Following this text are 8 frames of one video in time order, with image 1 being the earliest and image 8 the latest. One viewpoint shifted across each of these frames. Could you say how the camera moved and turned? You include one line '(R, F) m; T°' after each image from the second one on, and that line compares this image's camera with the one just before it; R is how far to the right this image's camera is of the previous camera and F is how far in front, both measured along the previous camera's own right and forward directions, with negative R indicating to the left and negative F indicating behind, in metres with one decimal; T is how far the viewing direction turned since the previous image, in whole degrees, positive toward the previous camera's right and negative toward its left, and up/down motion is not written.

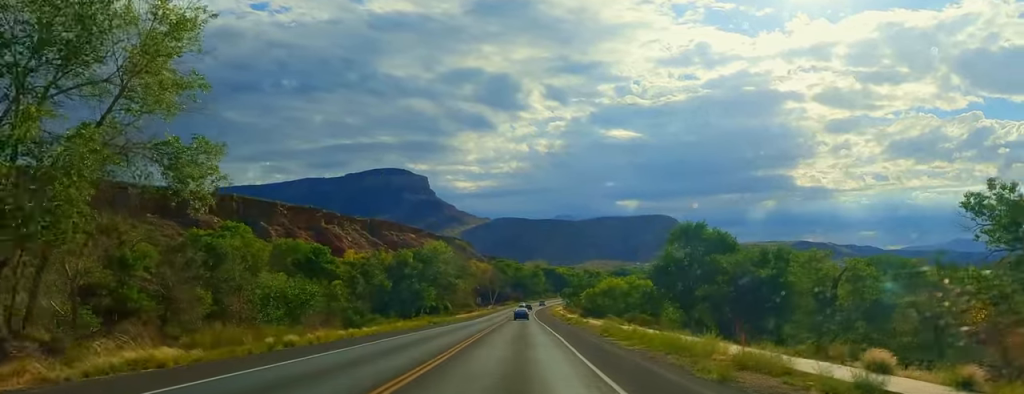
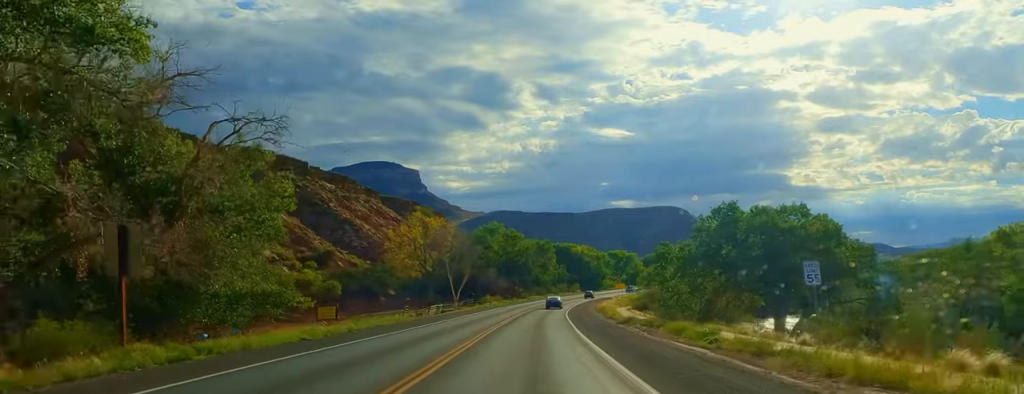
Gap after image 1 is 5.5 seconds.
(+2.4, +138.4) m; +3°
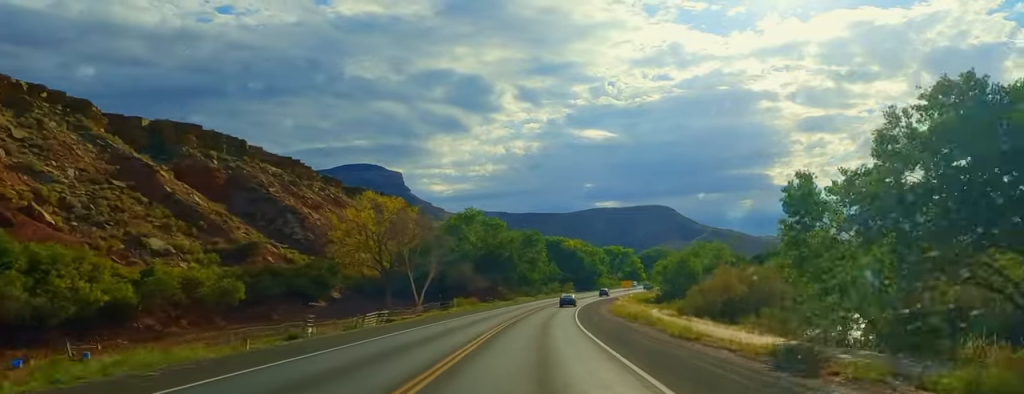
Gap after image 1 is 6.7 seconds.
(+1.4, +30.1) m; +2°
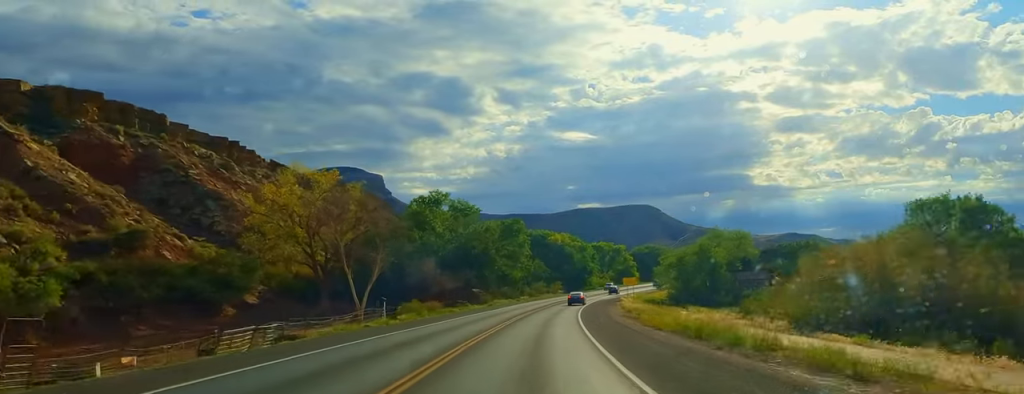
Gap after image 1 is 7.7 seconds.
(+0.7, +25.1) m; +2°
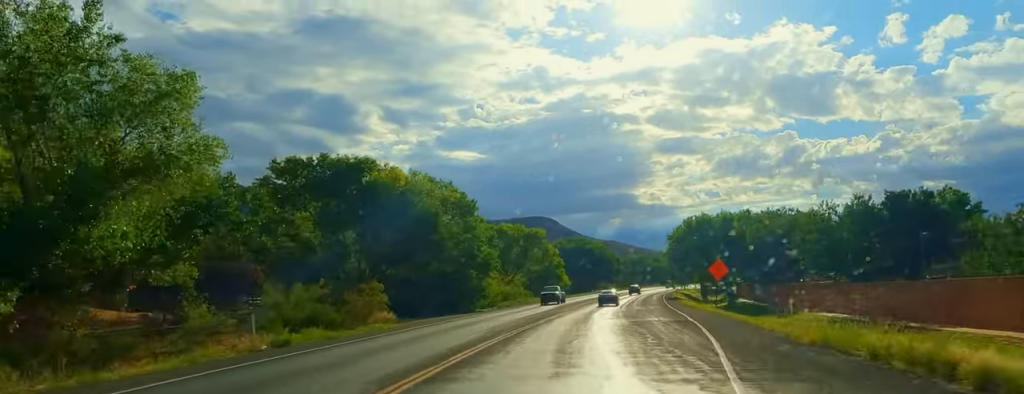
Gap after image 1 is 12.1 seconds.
(+8.5, +109.5) m; +10°
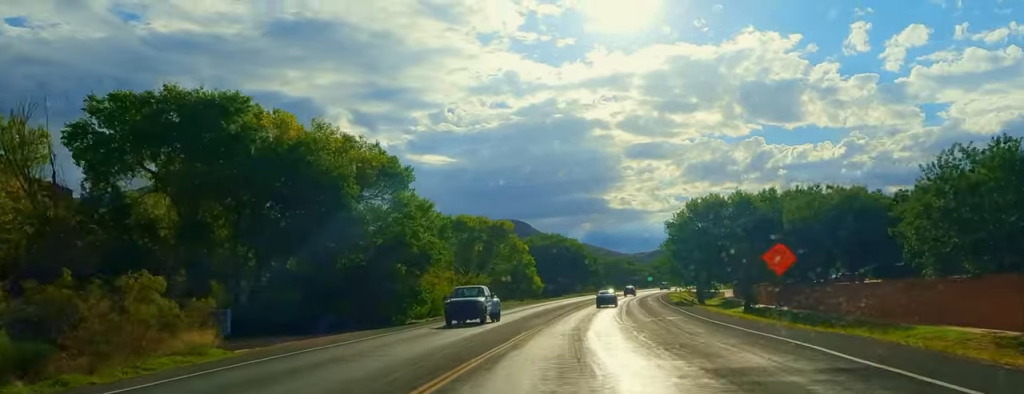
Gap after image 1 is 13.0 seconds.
(+0.4, +21.7) m; +2°
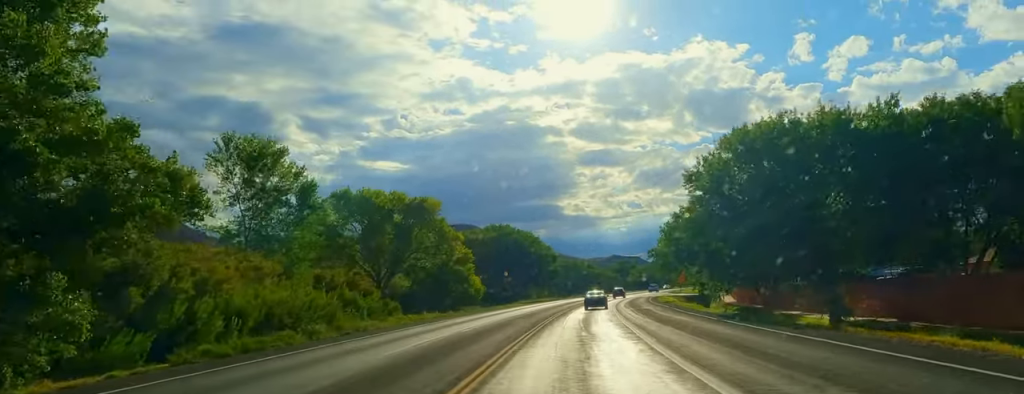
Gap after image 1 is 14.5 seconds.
(+0.9, +34.0) m; +3°
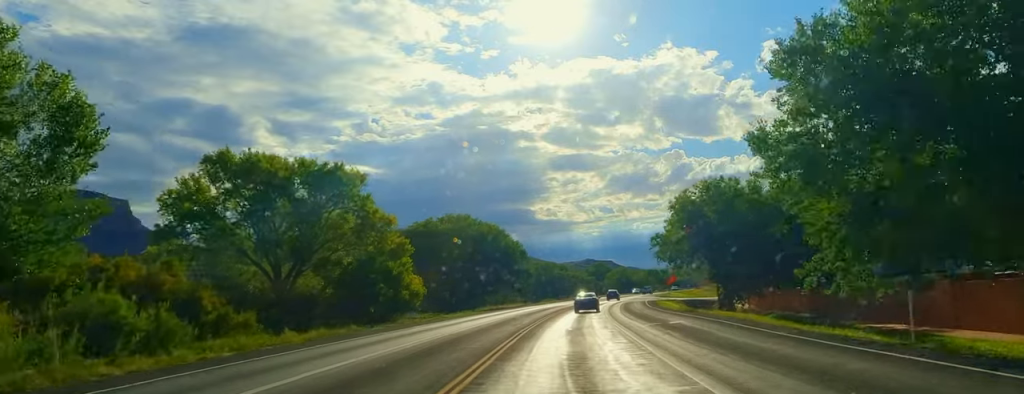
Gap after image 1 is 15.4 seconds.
(0.0, +22.7) m; +2°
